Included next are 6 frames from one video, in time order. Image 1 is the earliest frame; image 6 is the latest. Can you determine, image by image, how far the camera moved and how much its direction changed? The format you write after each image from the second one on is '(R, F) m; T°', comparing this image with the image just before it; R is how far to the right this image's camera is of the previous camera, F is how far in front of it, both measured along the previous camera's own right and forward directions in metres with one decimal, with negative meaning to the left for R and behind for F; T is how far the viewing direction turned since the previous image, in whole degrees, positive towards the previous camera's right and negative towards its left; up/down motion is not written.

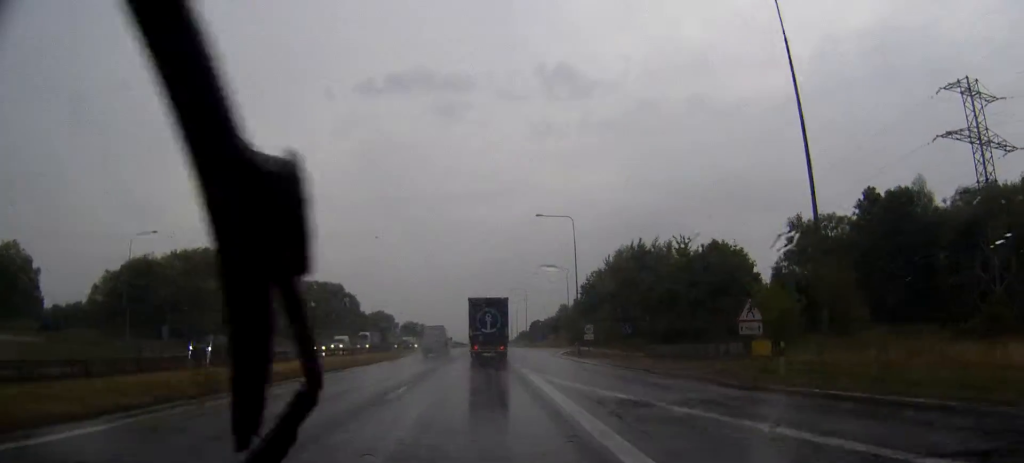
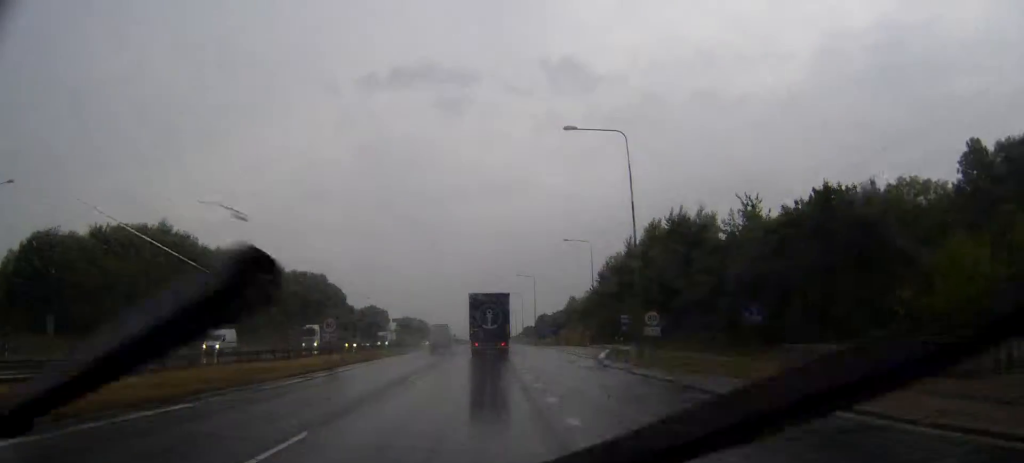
(0.0, +26.5) m; 0°
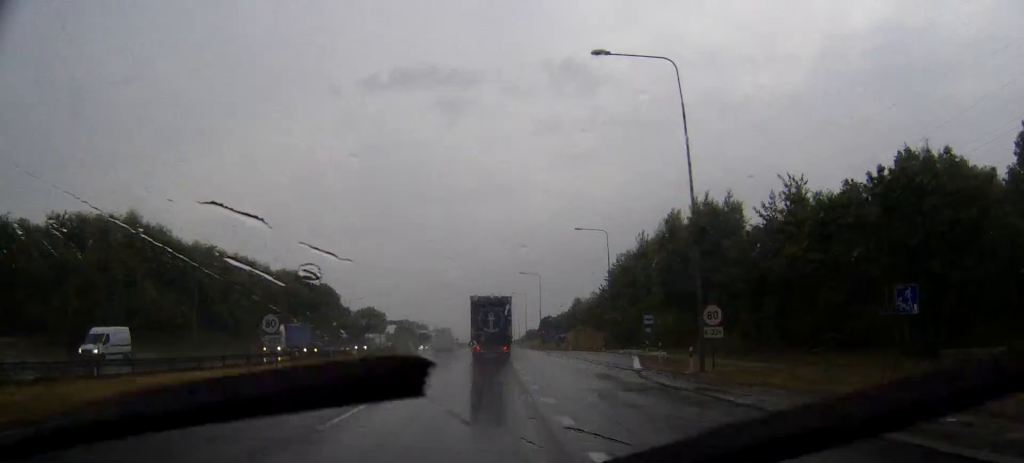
(0.0, +11.2) m; 0°
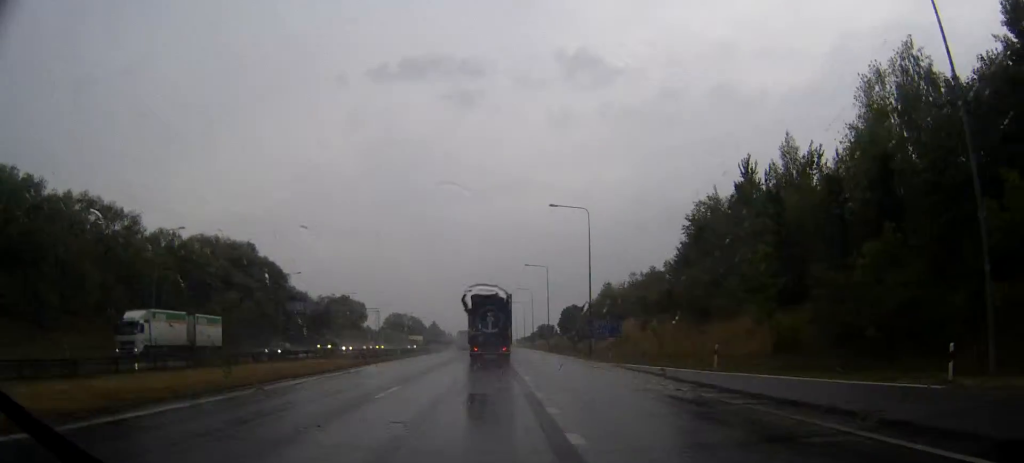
(-0.1, +58.4) m; 0°
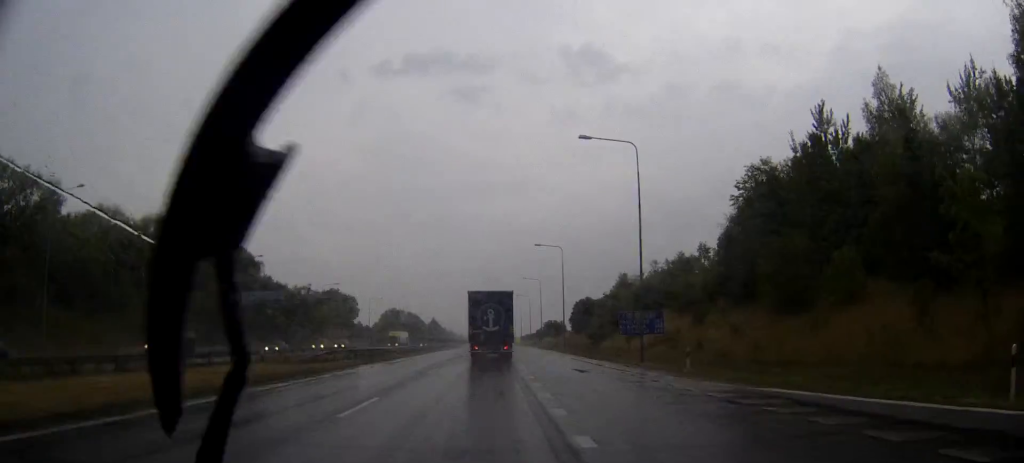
(-0.1, +20.4) m; 0°
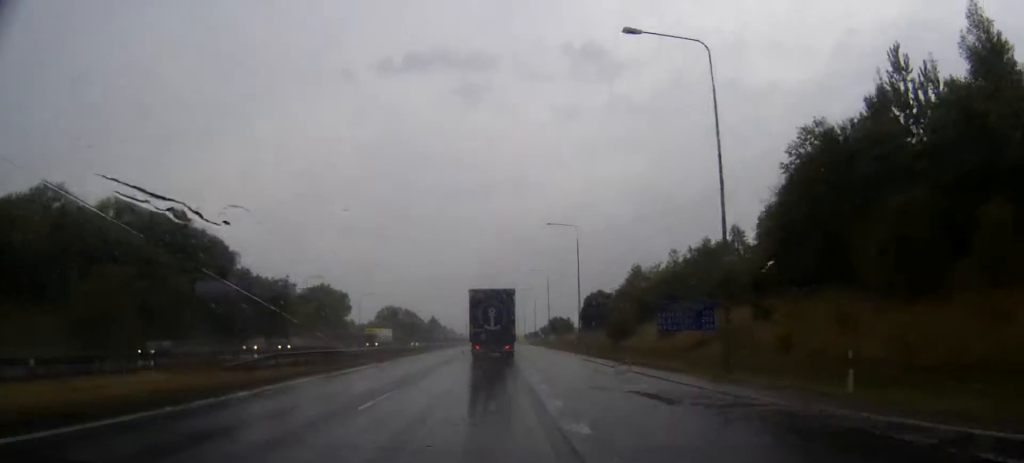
(0.0, +14.6) m; 0°
